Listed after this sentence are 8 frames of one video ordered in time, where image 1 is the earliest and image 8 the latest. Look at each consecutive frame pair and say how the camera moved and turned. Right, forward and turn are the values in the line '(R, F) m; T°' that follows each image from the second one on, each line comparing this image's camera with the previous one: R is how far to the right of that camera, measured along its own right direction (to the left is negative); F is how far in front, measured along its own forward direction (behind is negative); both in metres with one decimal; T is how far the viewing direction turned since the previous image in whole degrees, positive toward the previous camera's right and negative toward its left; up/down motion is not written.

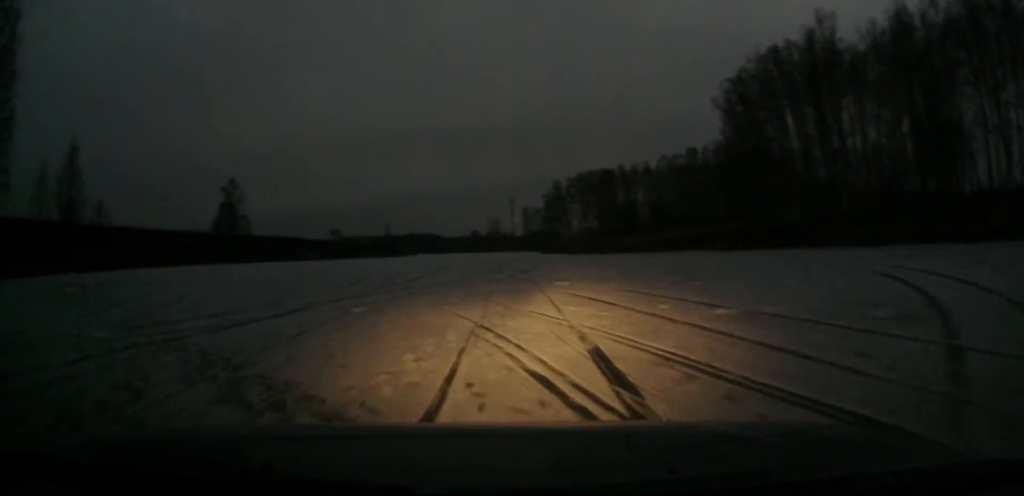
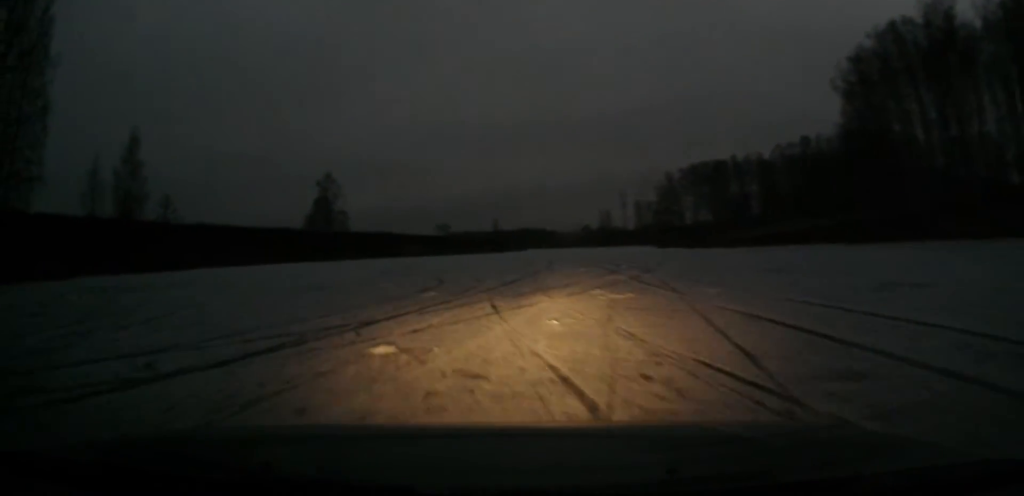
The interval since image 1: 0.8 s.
(-0.2, +6.4) m; -4°
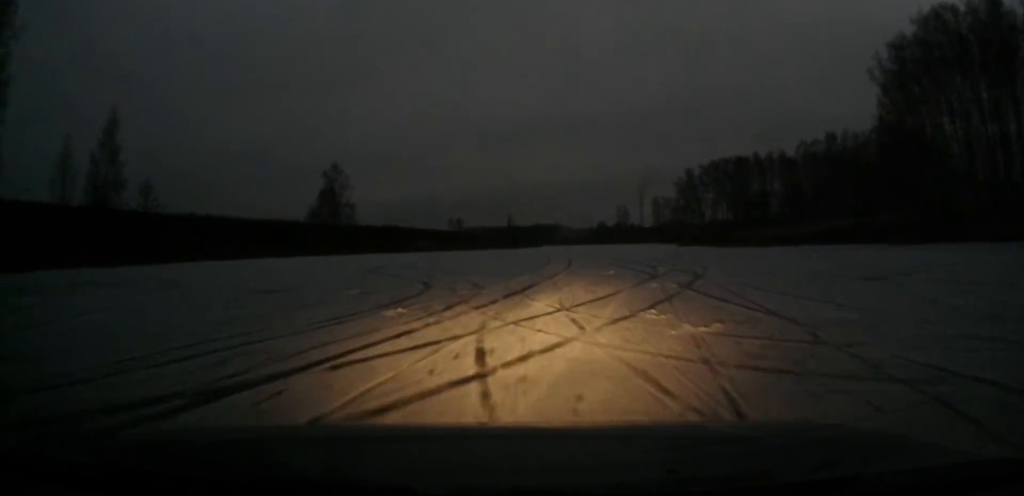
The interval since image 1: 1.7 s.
(-0.3, +6.0) m; -4°
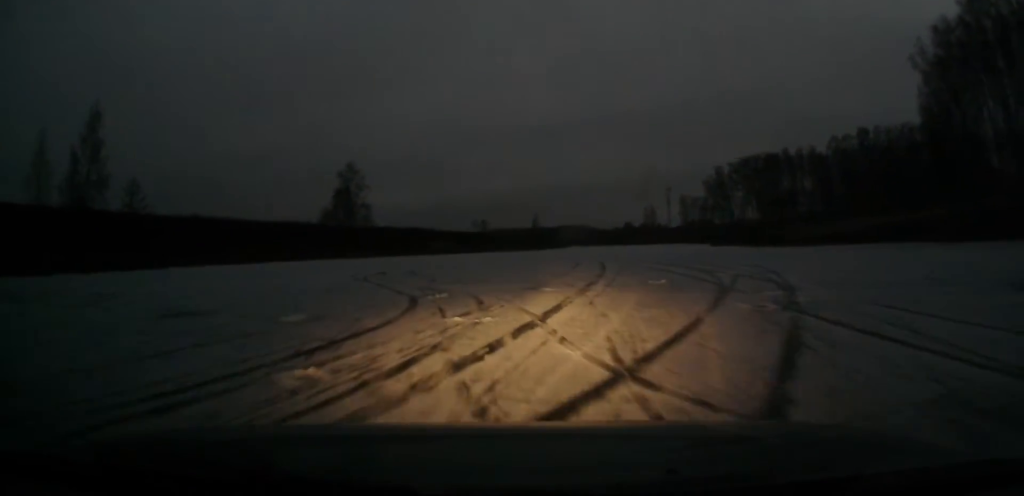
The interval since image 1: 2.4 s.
(-0.2, +5.5) m; -3°
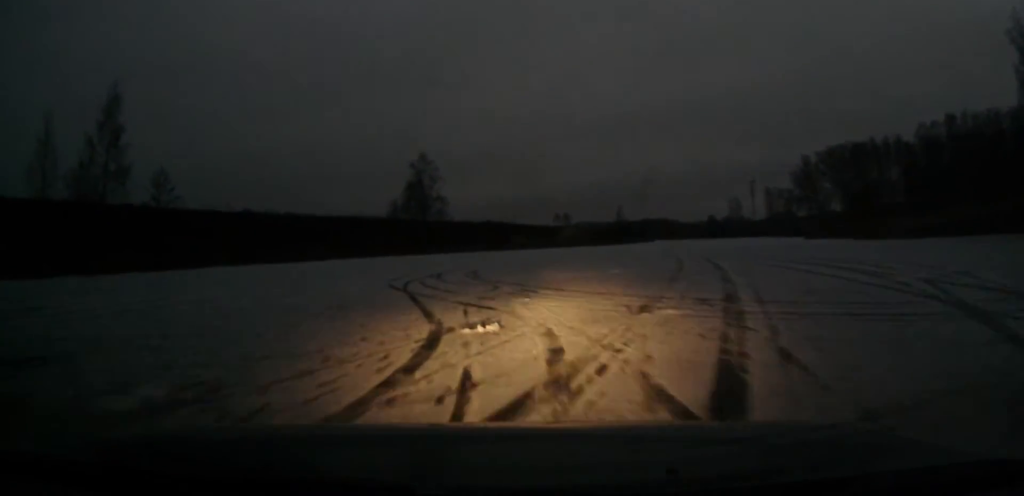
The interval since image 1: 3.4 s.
(-0.2, +6.4) m; -4°
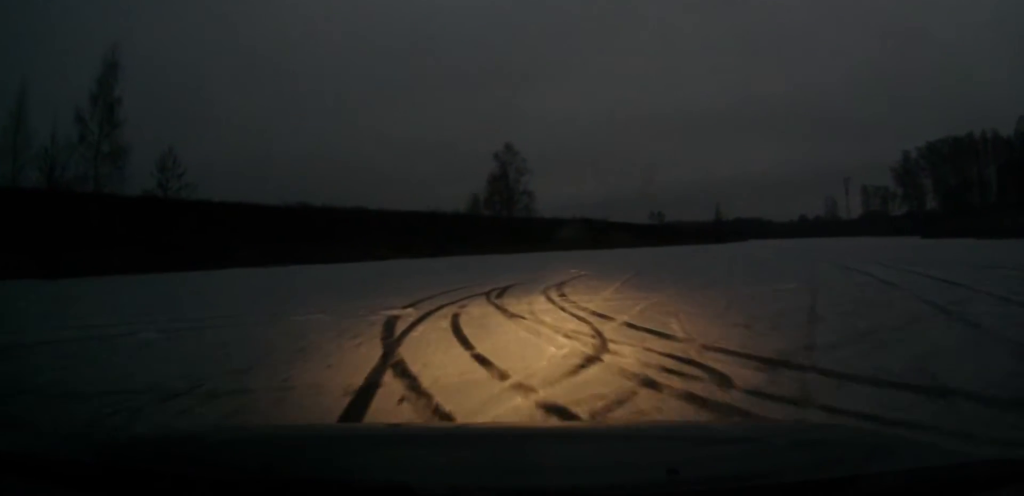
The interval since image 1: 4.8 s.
(-0.5, +8.4) m; -6°
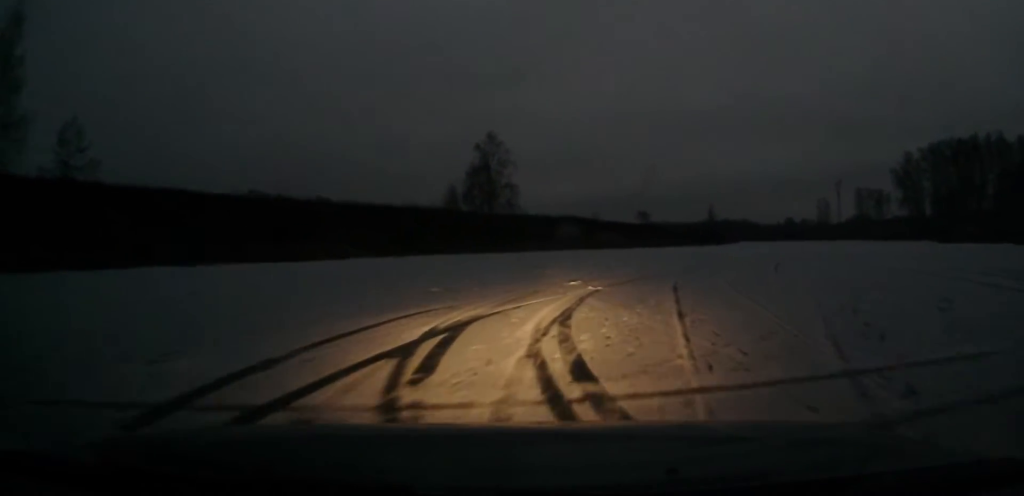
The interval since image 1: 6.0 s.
(+0.1, +7.9) m; +5°
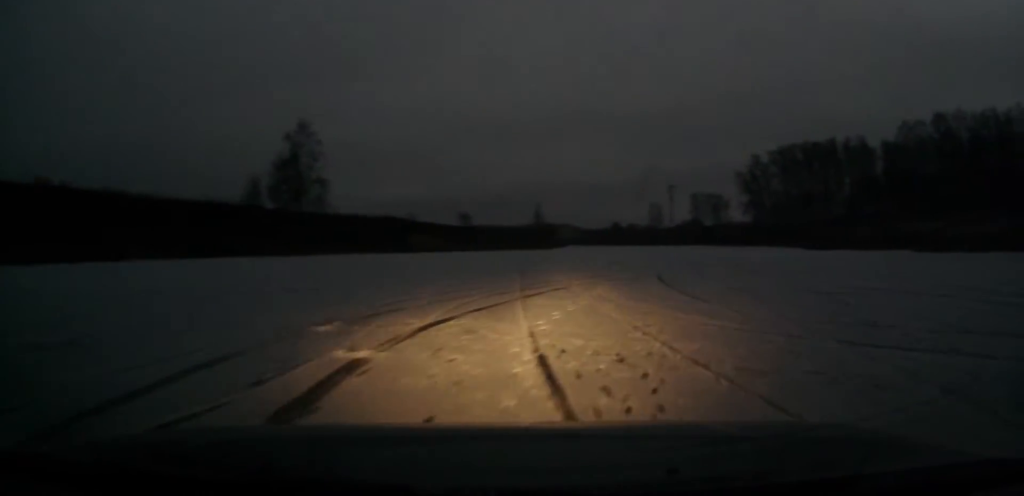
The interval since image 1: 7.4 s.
(+0.6, +8.9) m; +10°
